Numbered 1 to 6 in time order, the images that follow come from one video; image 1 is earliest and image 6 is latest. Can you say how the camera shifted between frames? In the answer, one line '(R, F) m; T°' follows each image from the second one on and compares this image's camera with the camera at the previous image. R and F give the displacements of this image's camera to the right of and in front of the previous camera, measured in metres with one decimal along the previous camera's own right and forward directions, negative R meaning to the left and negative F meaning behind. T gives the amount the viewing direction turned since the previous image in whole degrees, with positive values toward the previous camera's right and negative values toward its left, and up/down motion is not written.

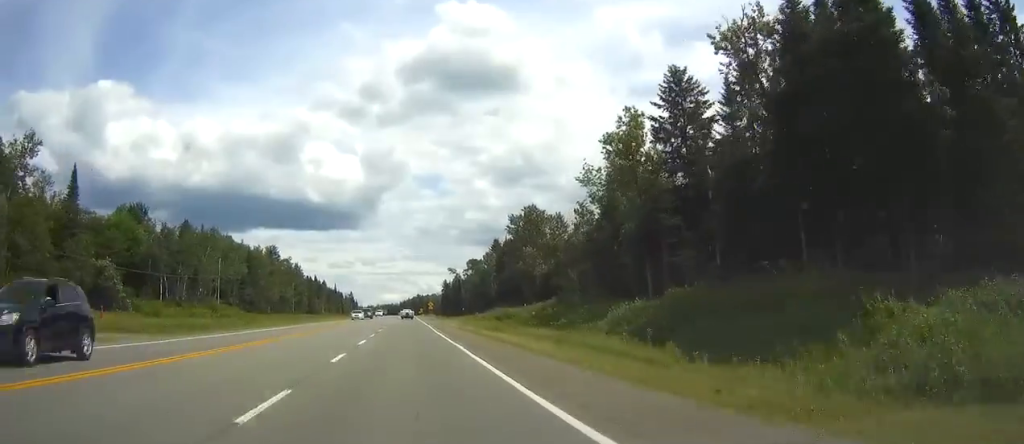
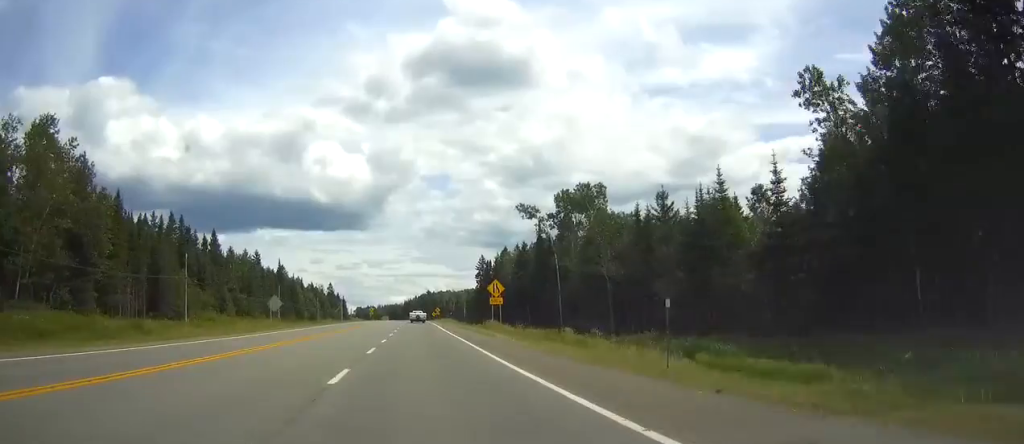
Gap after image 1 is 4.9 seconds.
(-1.3, +149.1) m; -1°
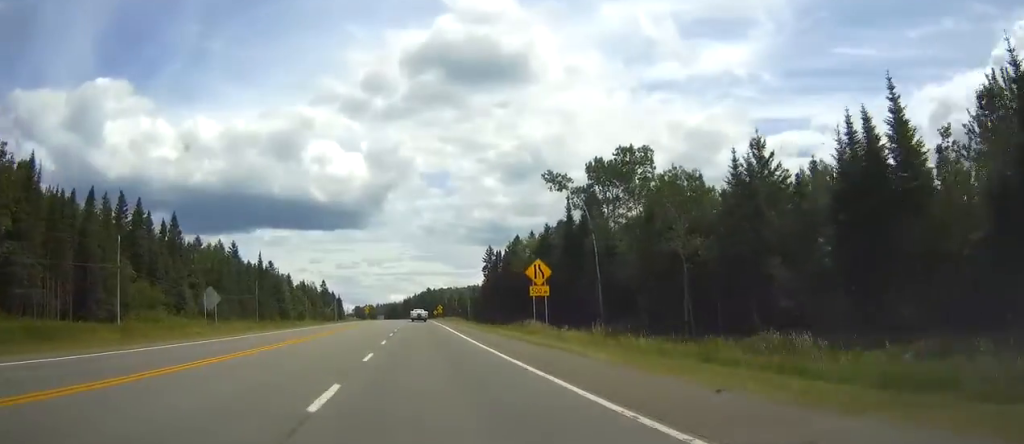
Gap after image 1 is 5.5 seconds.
(0.0, +21.2) m; 0°
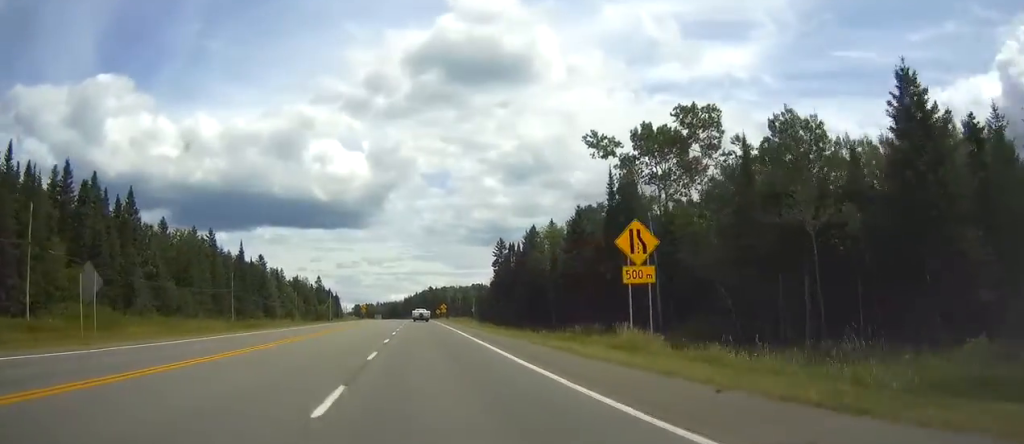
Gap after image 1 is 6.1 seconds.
(0.0, +18.2) m; 0°
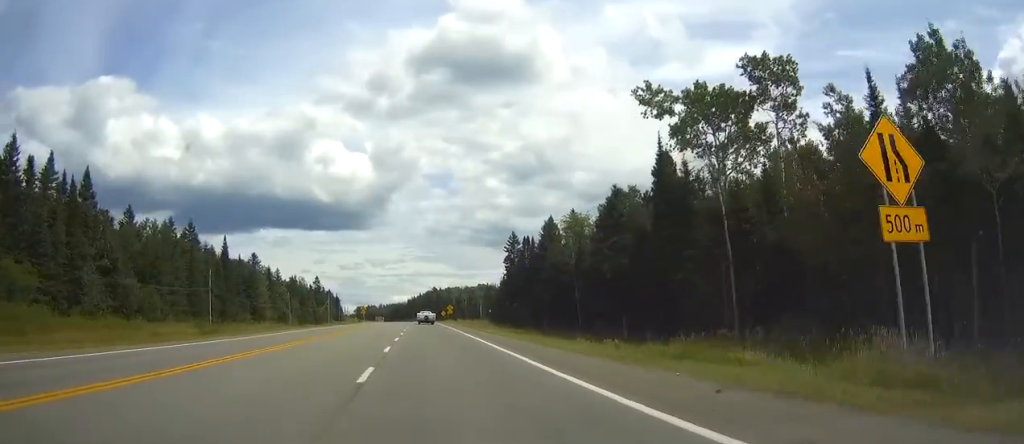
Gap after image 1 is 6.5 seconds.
(0.0, +13.9) m; 0°
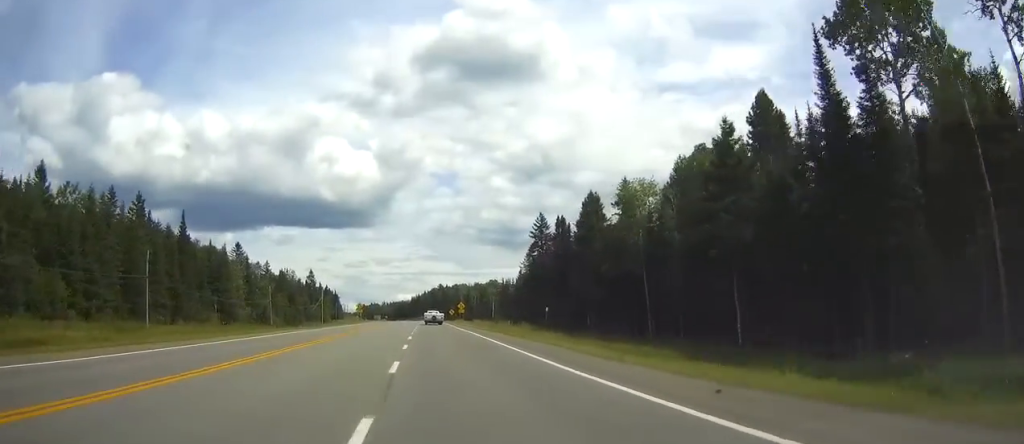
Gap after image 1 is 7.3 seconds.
(-0.2, +24.9) m; 0°
